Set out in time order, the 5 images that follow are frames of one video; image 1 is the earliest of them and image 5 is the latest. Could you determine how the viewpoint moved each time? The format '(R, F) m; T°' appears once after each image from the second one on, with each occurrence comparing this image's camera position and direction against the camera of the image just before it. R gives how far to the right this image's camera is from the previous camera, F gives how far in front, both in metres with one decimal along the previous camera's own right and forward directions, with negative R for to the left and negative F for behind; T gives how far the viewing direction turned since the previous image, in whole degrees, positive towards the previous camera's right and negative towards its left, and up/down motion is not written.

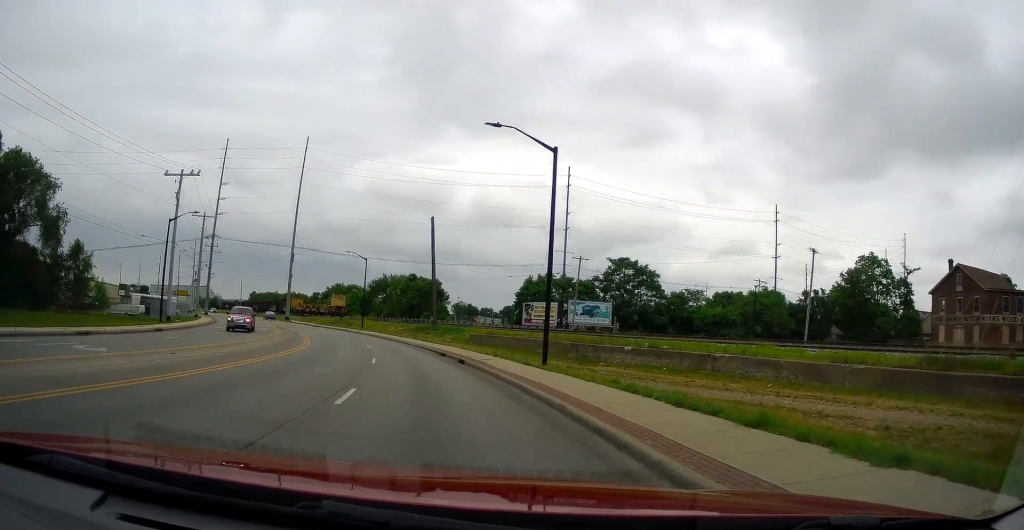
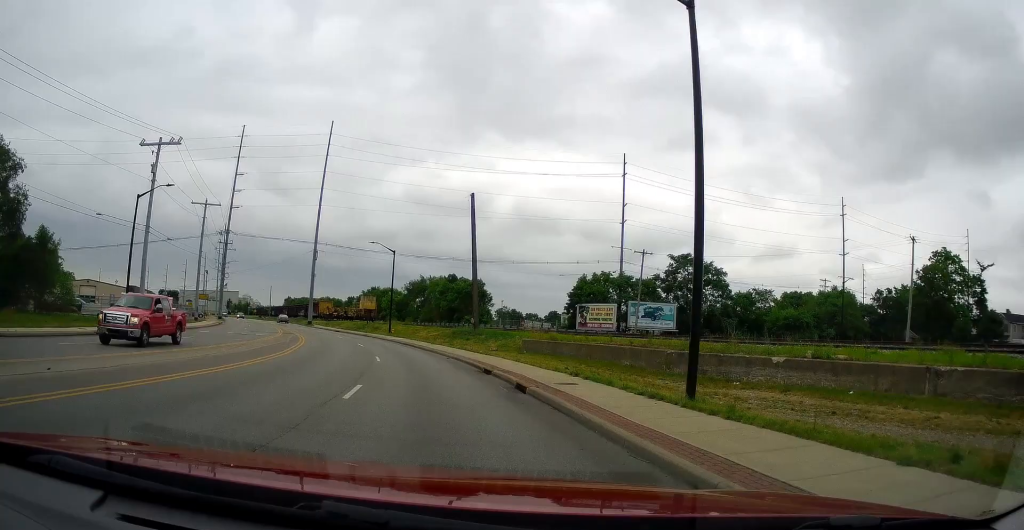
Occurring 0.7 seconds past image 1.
(-0.1, +11.8) m; -4°
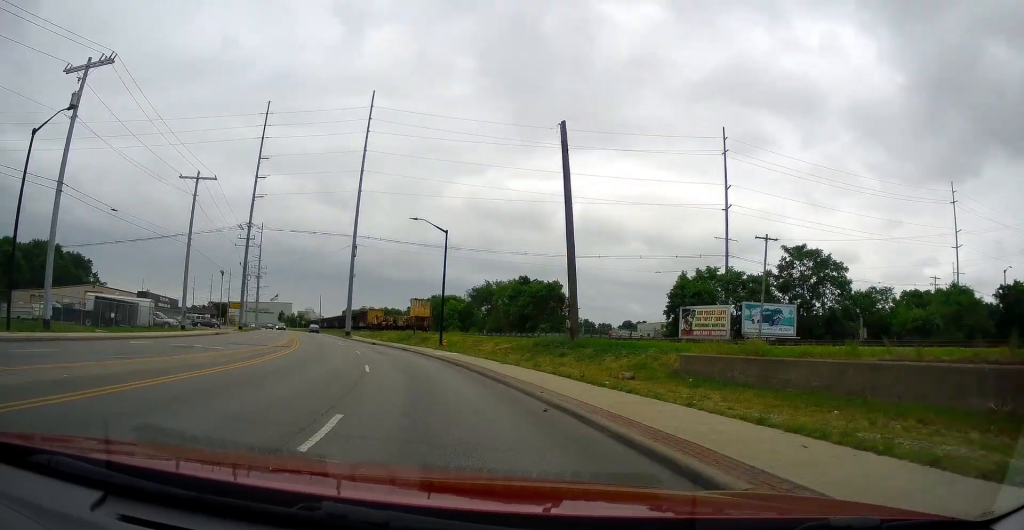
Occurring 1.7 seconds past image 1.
(-1.2, +17.6) m; -8°
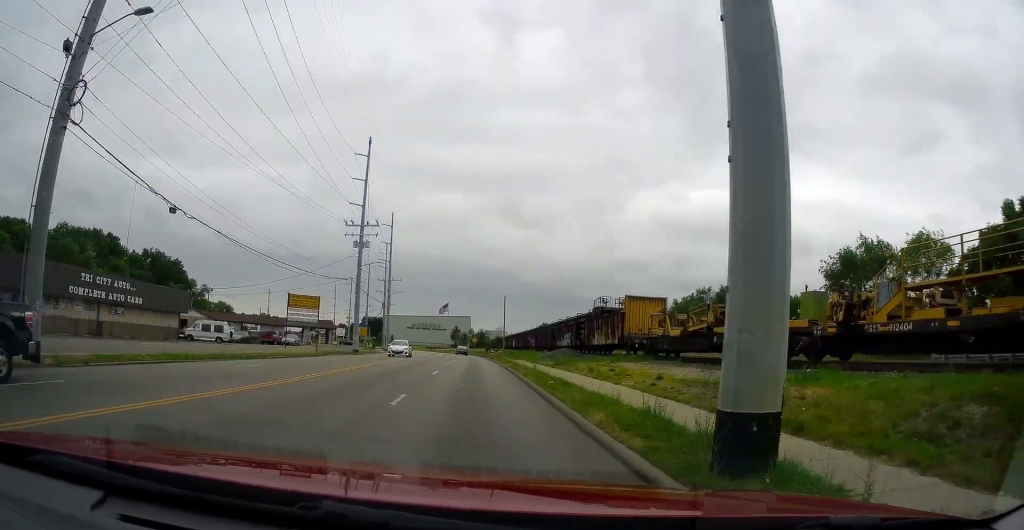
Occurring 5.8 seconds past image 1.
(-14.4, +69.6) m; -19°
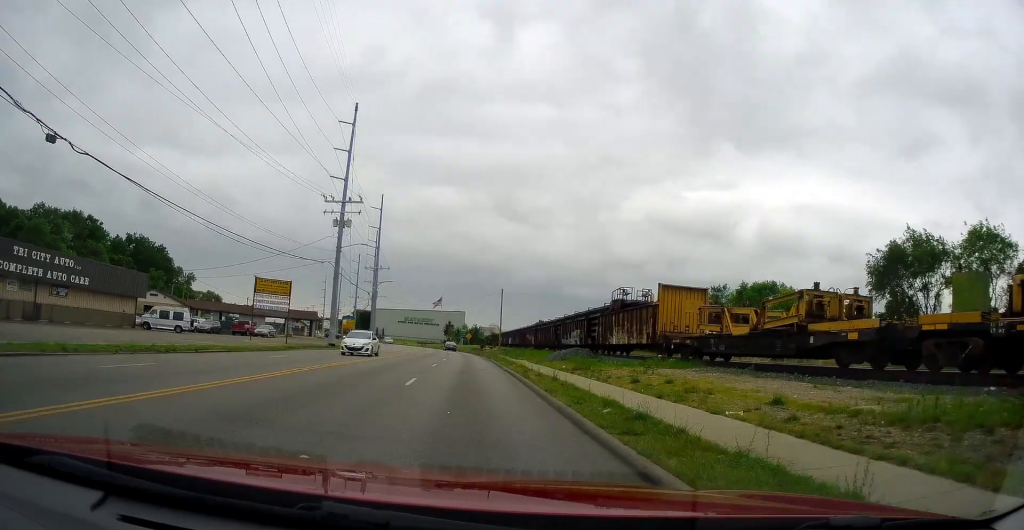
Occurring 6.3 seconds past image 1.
(-0.1, +8.4) m; -1°
